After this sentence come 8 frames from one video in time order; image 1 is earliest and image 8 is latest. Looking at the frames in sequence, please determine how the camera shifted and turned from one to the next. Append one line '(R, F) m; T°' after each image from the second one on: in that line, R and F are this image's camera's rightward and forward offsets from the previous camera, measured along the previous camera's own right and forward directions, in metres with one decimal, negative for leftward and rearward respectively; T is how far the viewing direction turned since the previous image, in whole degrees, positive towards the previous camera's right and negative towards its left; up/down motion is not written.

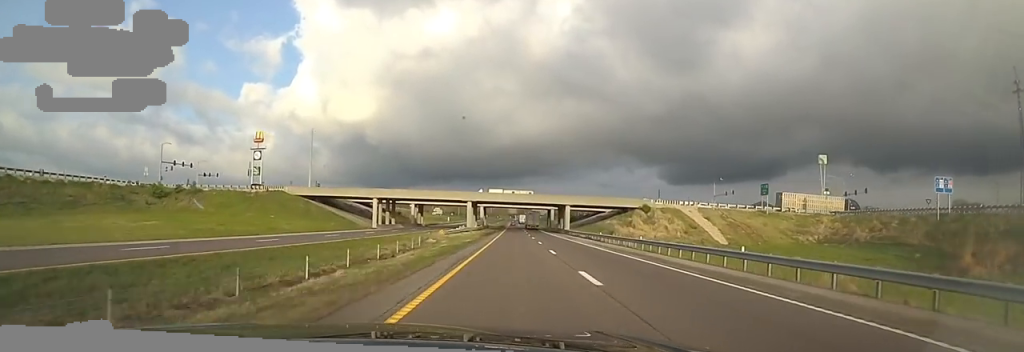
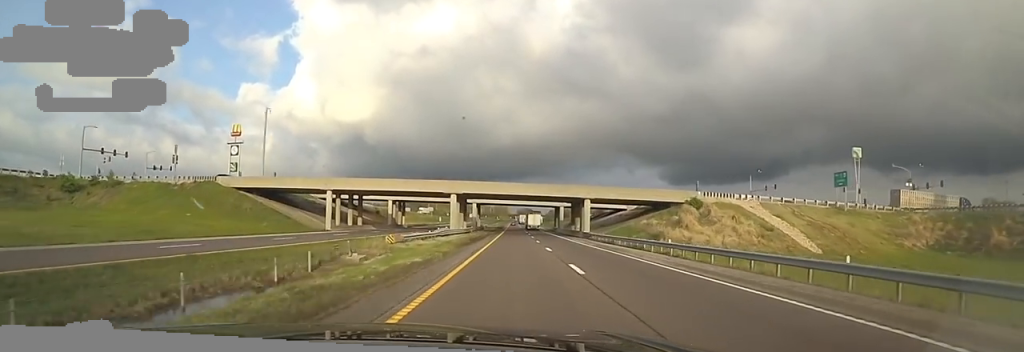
(0.0, +21.7) m; 0°
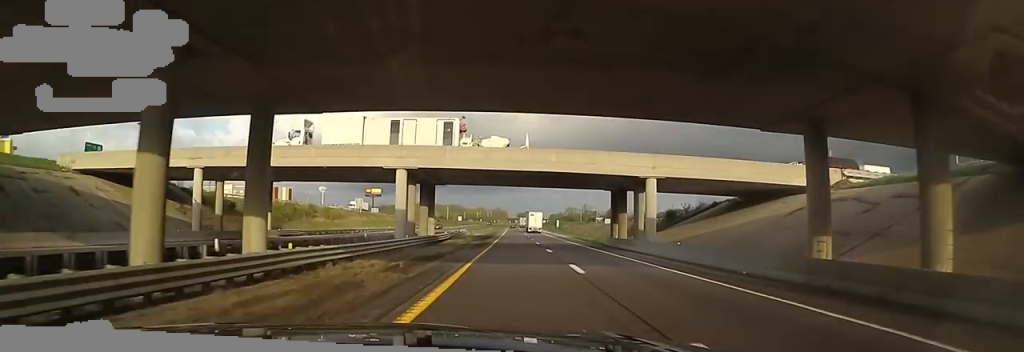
(+0.6, +60.3) m; +2°
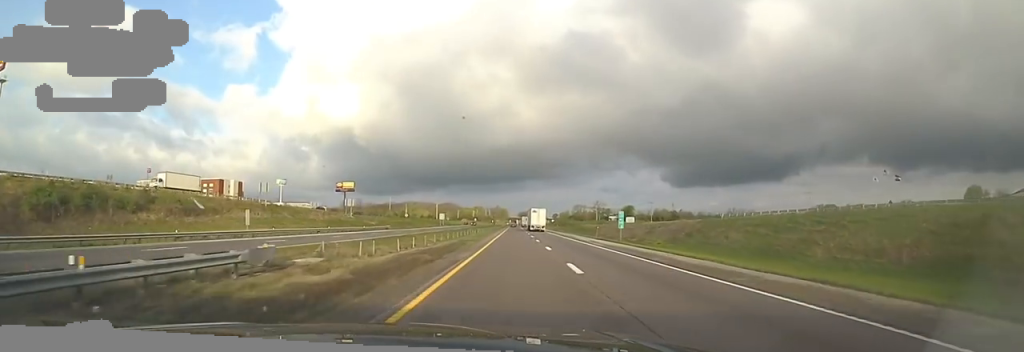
(-0.1, +61.5) m; -2°
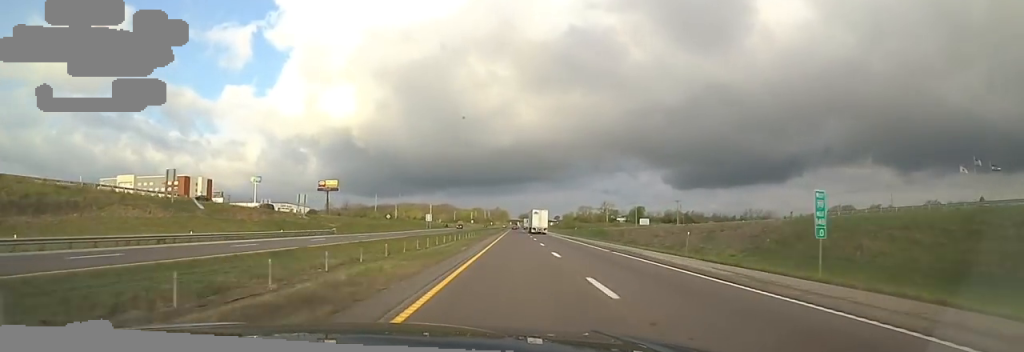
(-0.1, +28.9) m; 0°
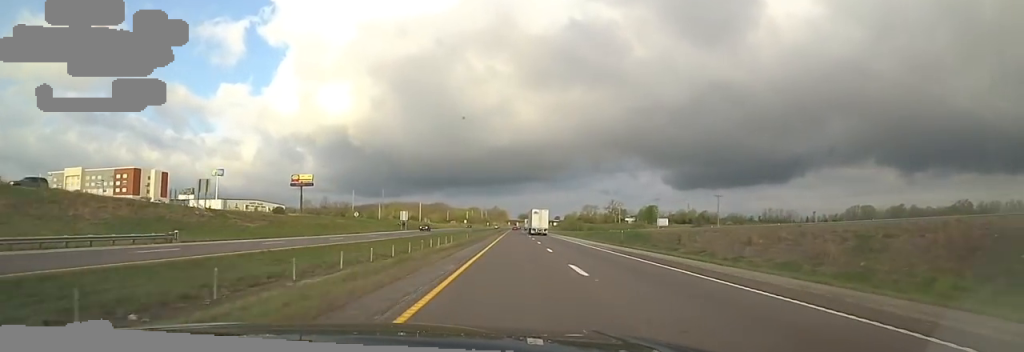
(0.0, +32.5) m; 0°
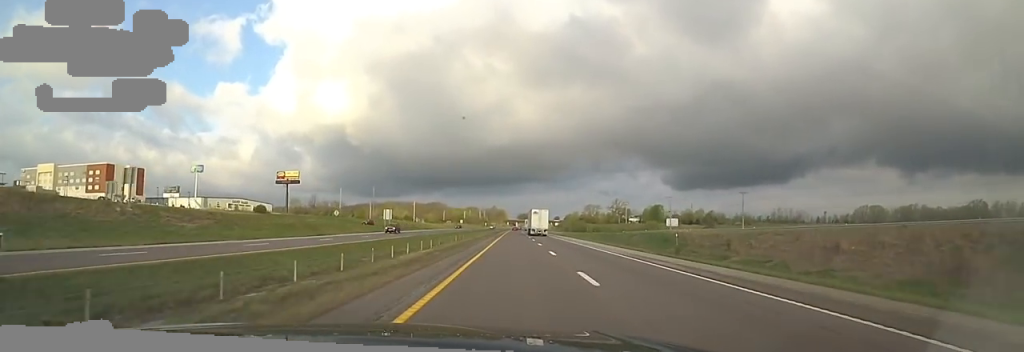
(0.0, +14.5) m; 0°
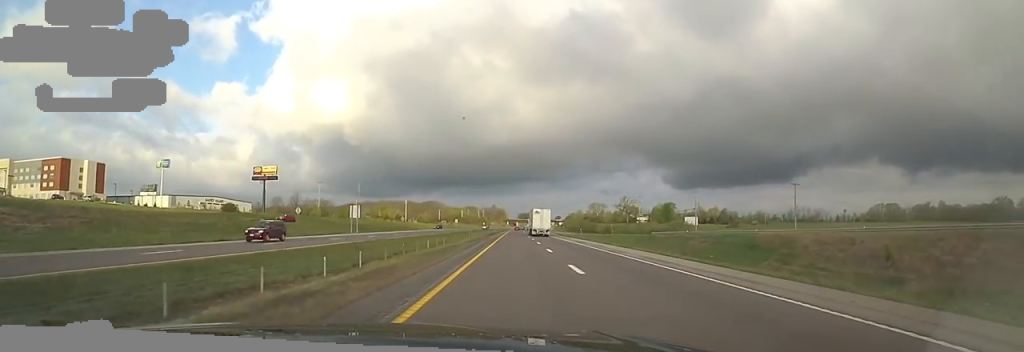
(0.0, +21.7) m; 0°
